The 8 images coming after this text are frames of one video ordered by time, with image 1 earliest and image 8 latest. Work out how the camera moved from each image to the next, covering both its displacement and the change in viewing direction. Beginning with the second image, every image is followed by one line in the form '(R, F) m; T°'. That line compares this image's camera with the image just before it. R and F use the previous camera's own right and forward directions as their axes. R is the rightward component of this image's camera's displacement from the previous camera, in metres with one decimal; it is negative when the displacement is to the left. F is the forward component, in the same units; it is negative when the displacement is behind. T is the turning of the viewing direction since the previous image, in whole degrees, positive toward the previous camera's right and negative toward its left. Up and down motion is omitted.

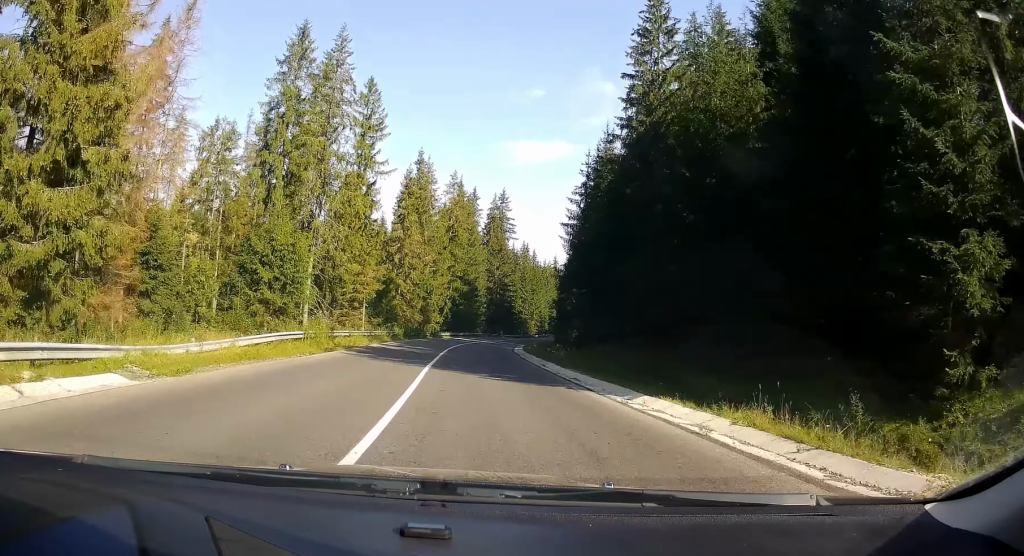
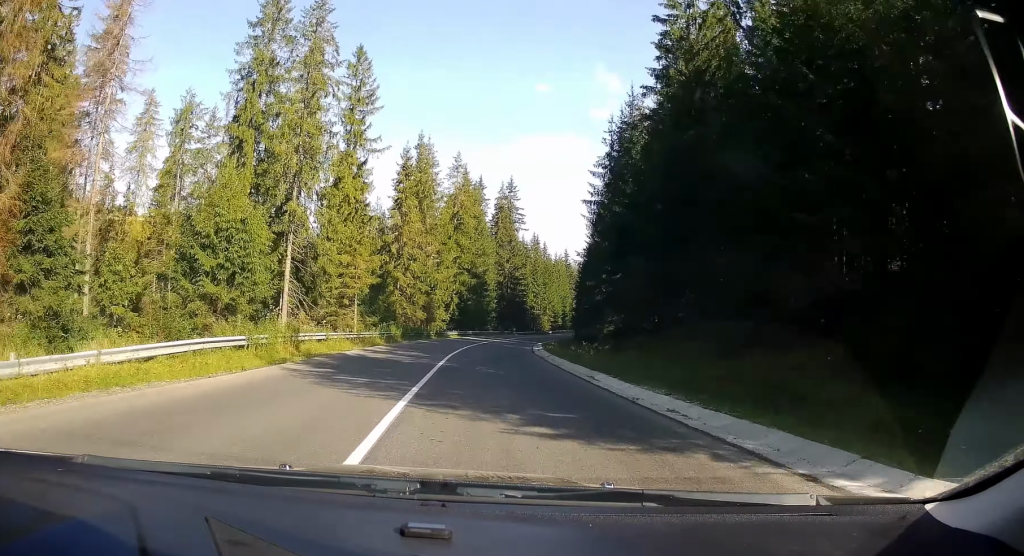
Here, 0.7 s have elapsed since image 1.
(-0.1, +9.1) m; -1°
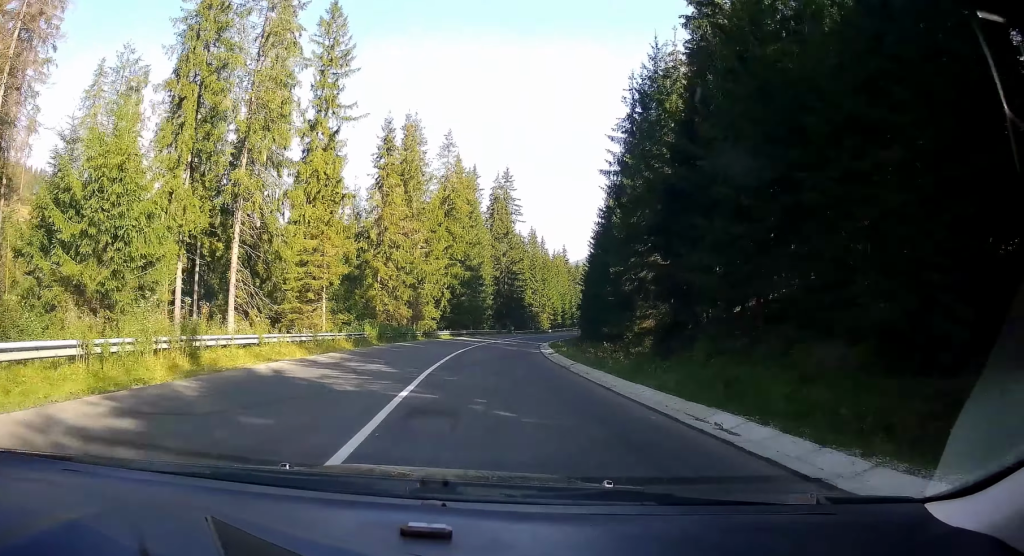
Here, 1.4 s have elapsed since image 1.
(-0.2, +9.8) m; +3°
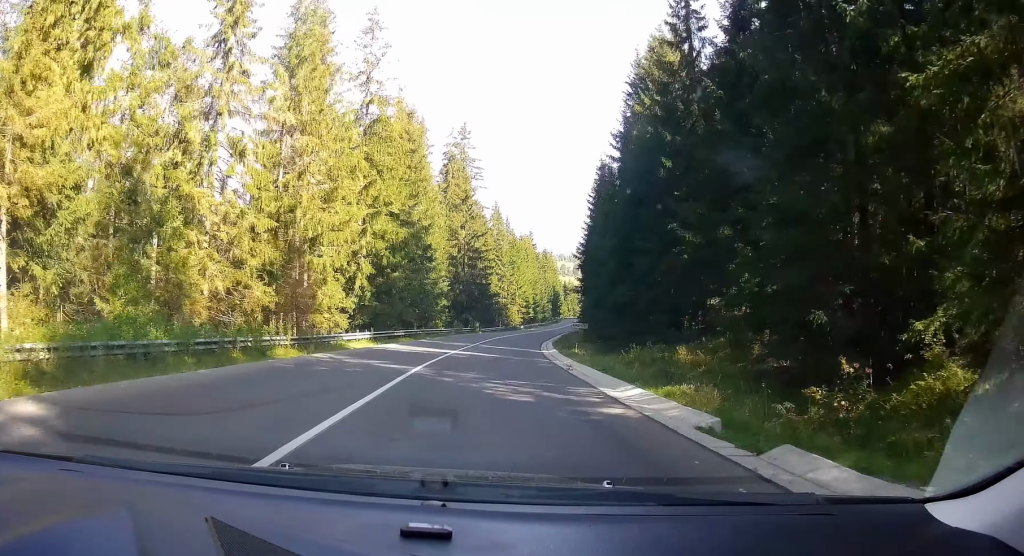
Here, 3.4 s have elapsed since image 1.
(+2.7, +29.0) m; +7°
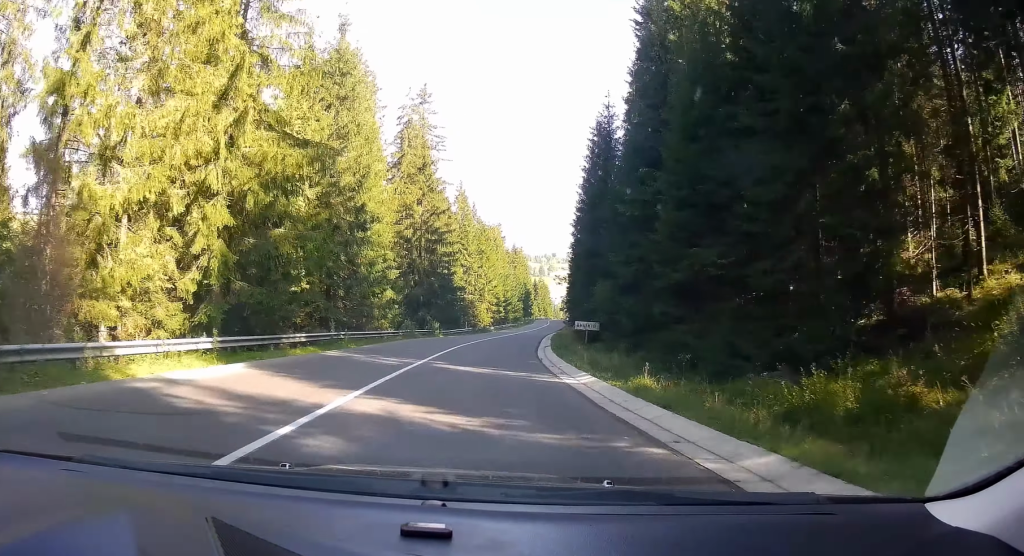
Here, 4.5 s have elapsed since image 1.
(+0.1, +17.7) m; +3°
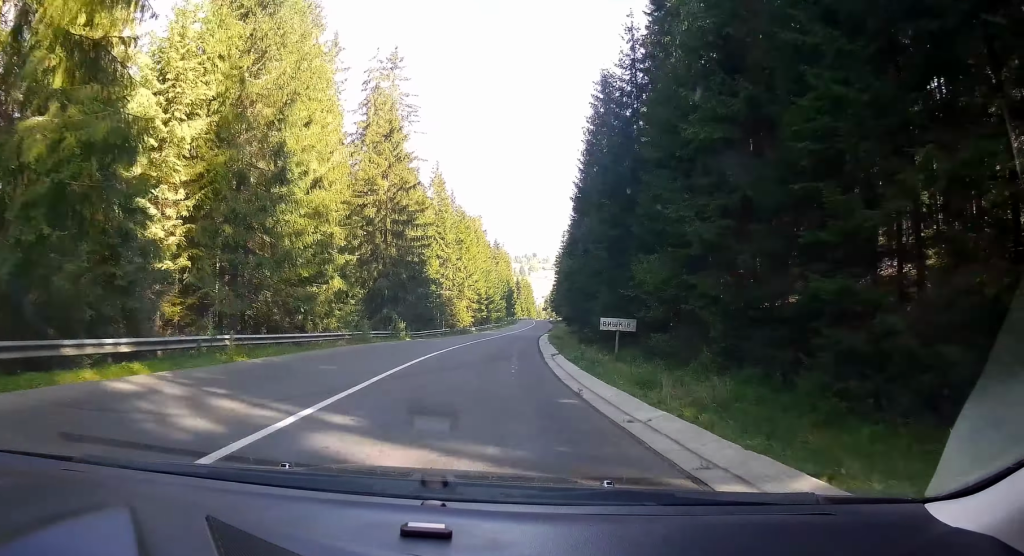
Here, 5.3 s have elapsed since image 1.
(+0.4, +11.4) m; +2°
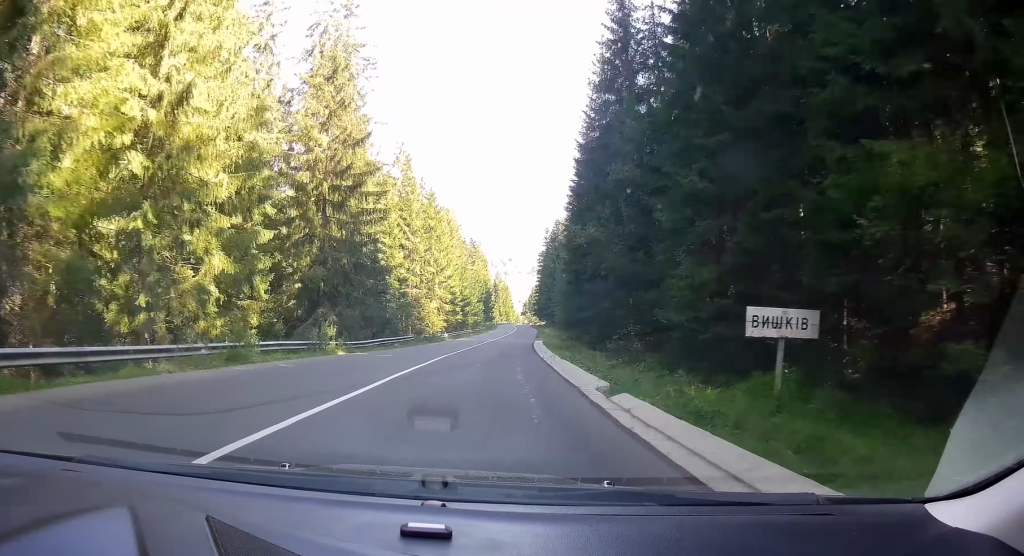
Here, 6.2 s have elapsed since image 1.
(+0.2, +14.1) m; +1°
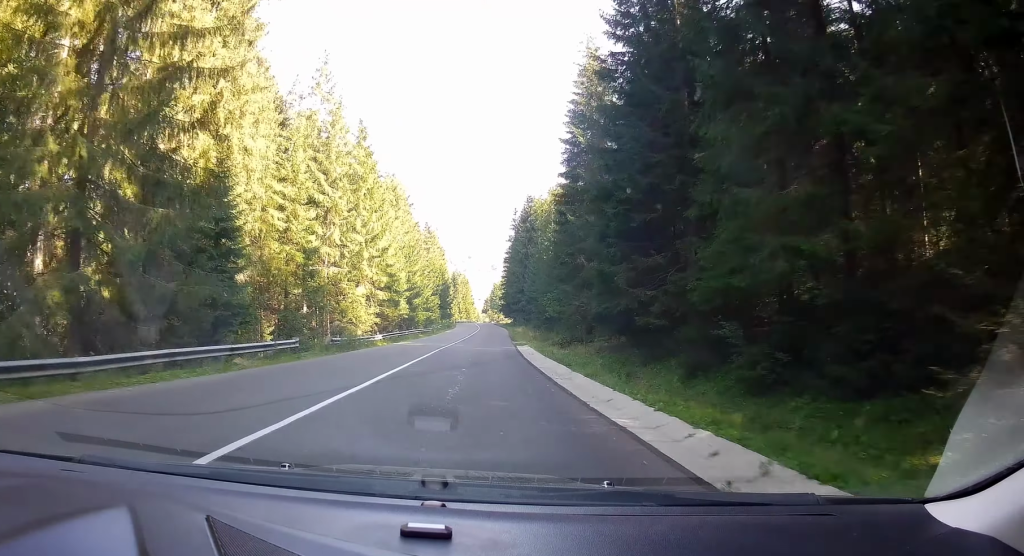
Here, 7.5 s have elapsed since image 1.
(0.0, +21.2) m; +2°
